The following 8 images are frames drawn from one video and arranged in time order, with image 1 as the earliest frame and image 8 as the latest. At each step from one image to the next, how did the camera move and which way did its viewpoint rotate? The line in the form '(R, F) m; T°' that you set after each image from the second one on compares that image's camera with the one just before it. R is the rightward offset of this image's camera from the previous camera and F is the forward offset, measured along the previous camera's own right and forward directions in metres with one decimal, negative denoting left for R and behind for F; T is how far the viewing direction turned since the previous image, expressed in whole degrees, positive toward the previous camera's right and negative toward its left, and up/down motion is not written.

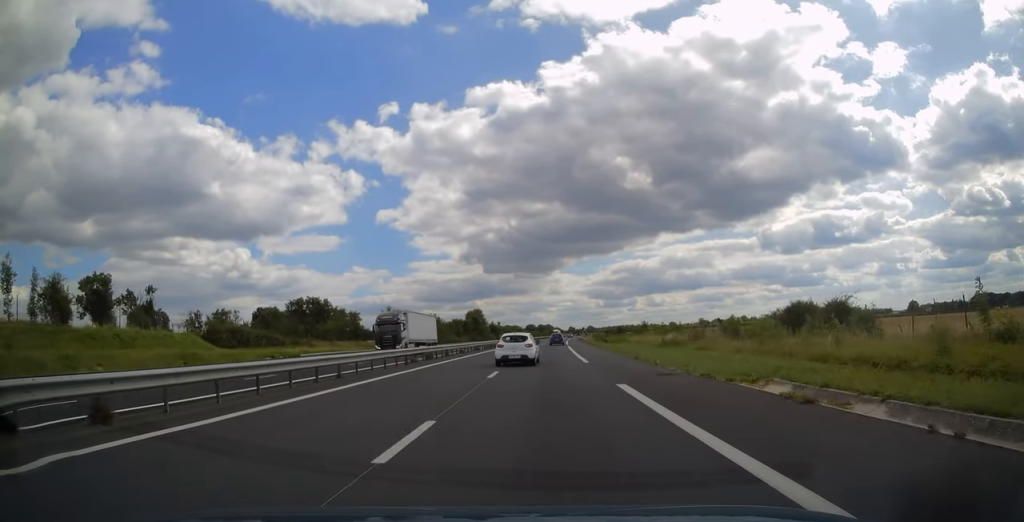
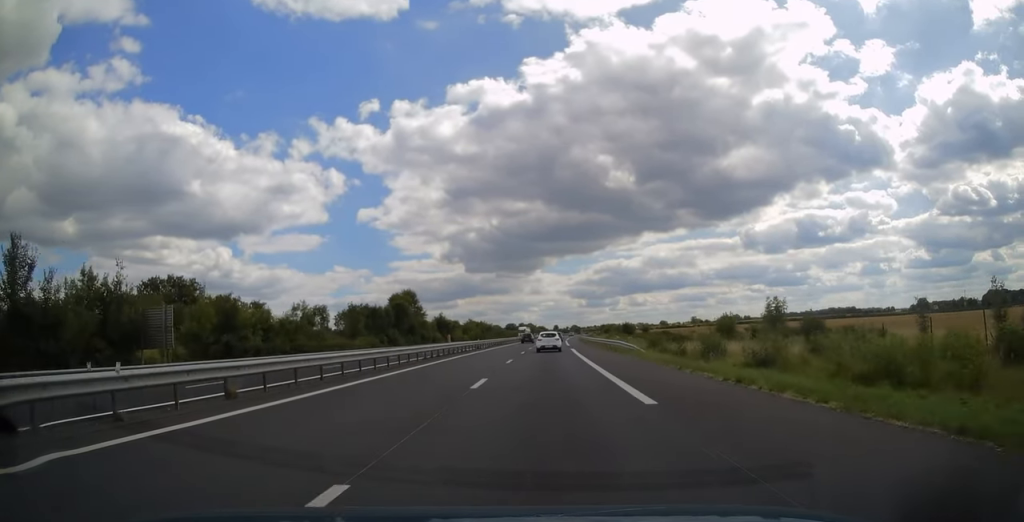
(+0.9, +69.3) m; +2°
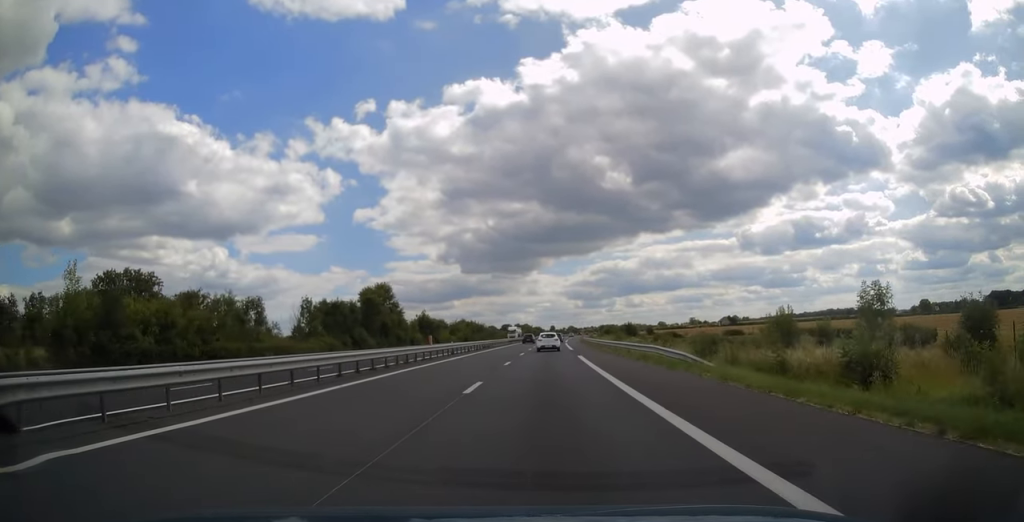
(0.0, +14.2) m; 0°
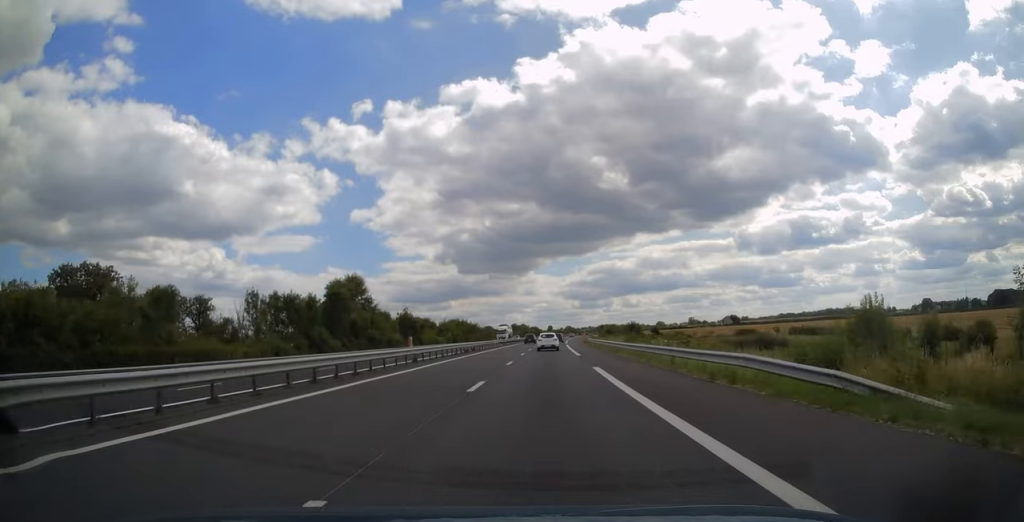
(+0.1, +12.2) m; 0°
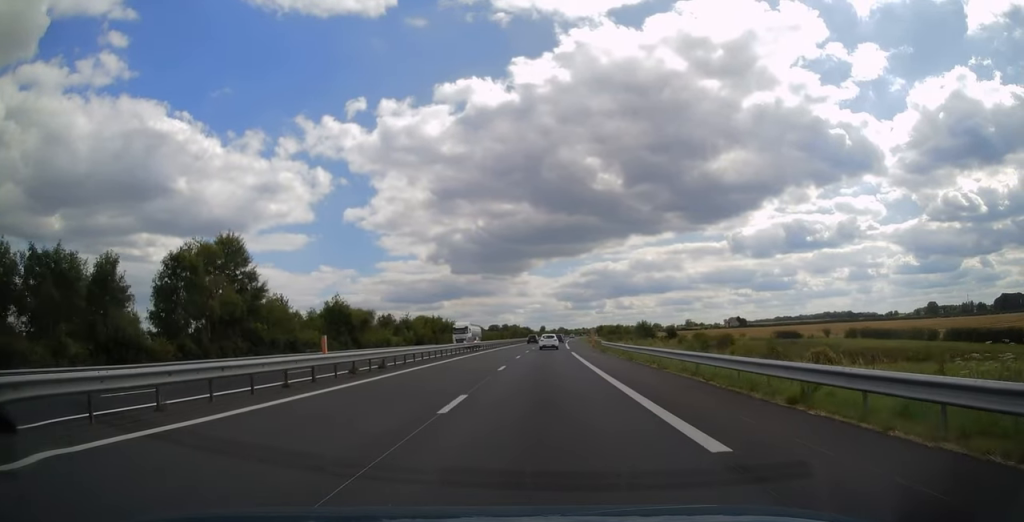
(+0.1, +29.9) m; +1°
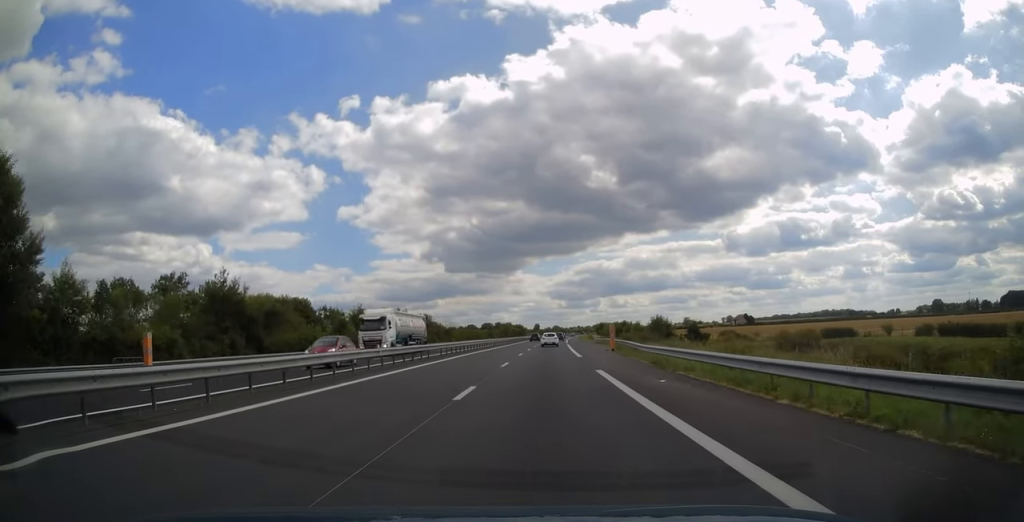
(+0.1, +24.0) m; +1°
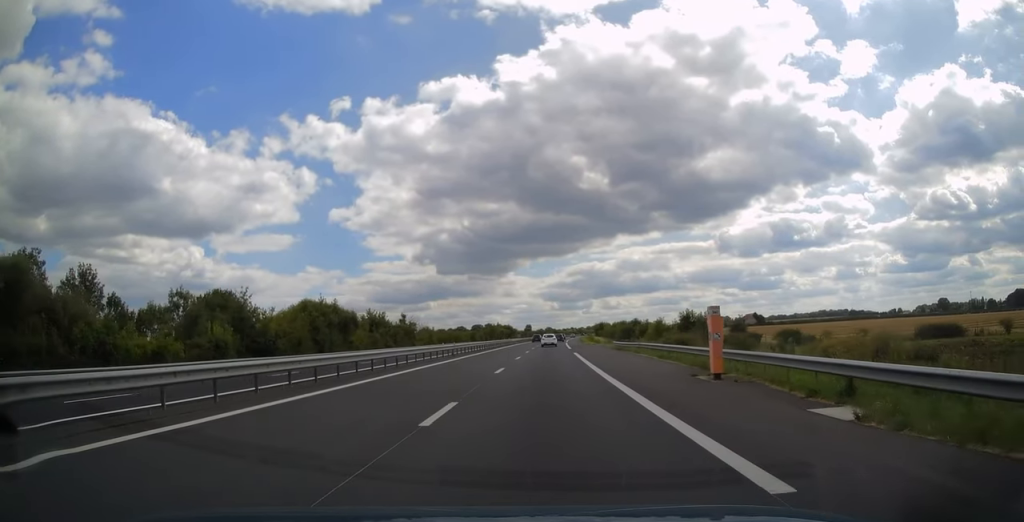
(+0.2, +29.4) m; +1°
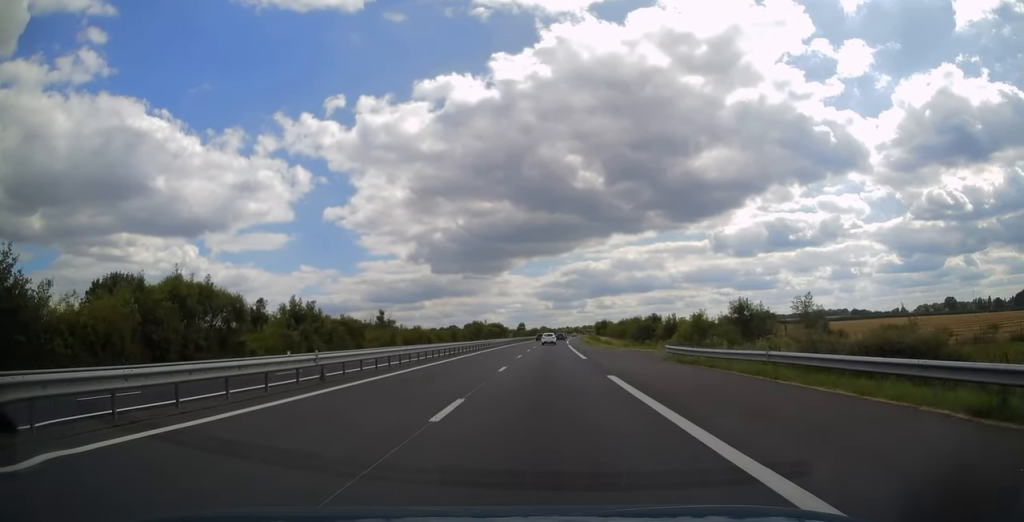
(+0.1, +25.4) m; +1°
